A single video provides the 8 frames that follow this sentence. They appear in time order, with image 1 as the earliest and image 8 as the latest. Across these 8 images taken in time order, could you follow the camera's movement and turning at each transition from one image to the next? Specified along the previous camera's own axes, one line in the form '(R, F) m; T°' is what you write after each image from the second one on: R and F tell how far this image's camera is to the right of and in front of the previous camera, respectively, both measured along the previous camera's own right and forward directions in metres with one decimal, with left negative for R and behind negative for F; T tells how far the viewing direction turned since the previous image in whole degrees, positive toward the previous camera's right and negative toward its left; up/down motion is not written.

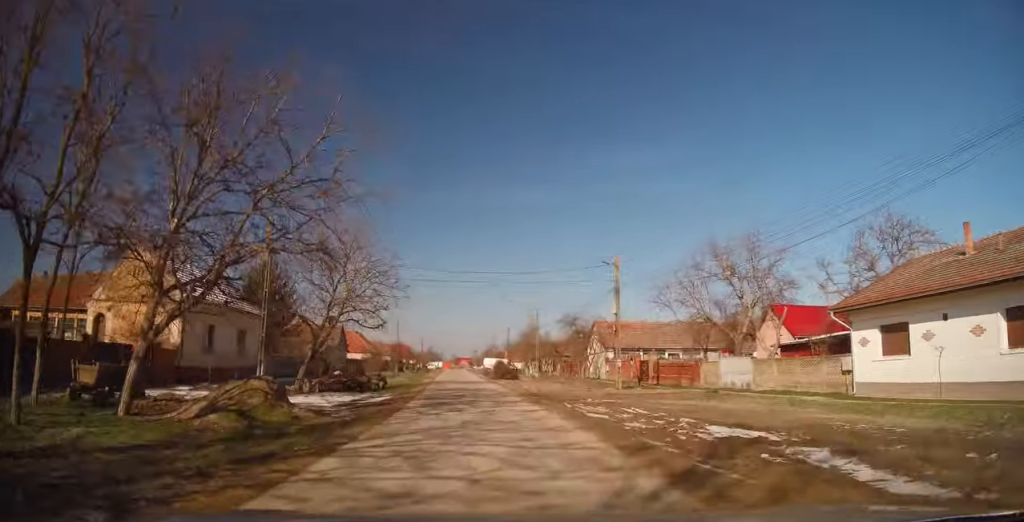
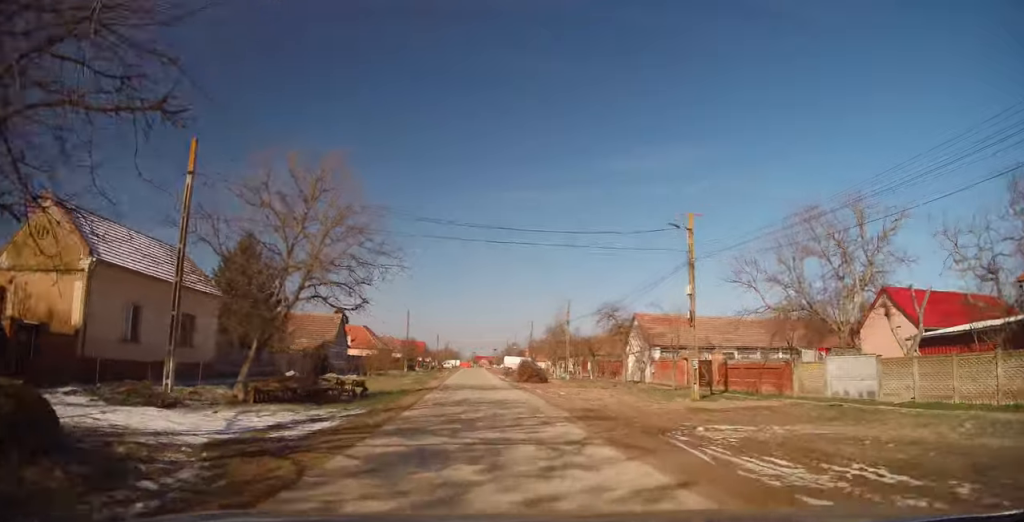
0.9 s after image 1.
(-0.3, +8.8) m; -1°
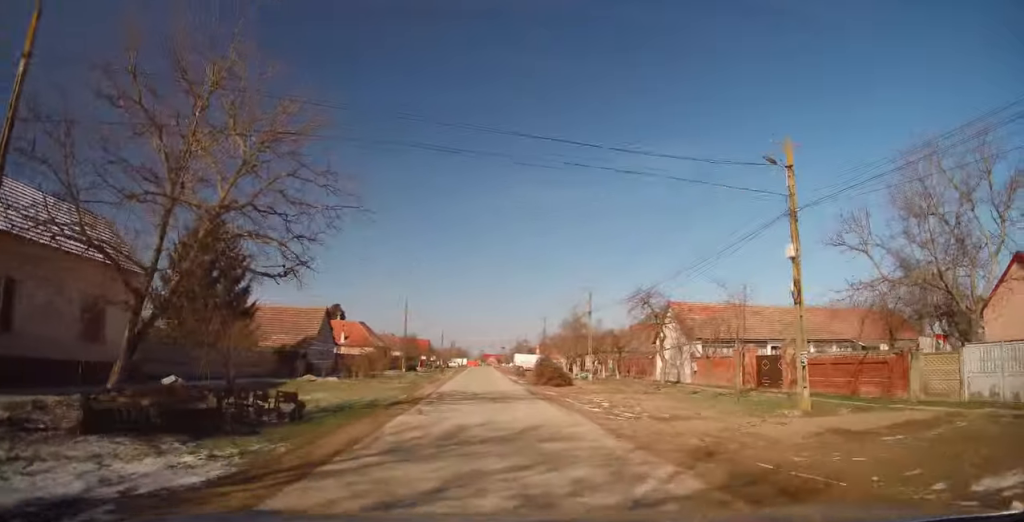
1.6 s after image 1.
(+0.1, +7.7) m; -1°
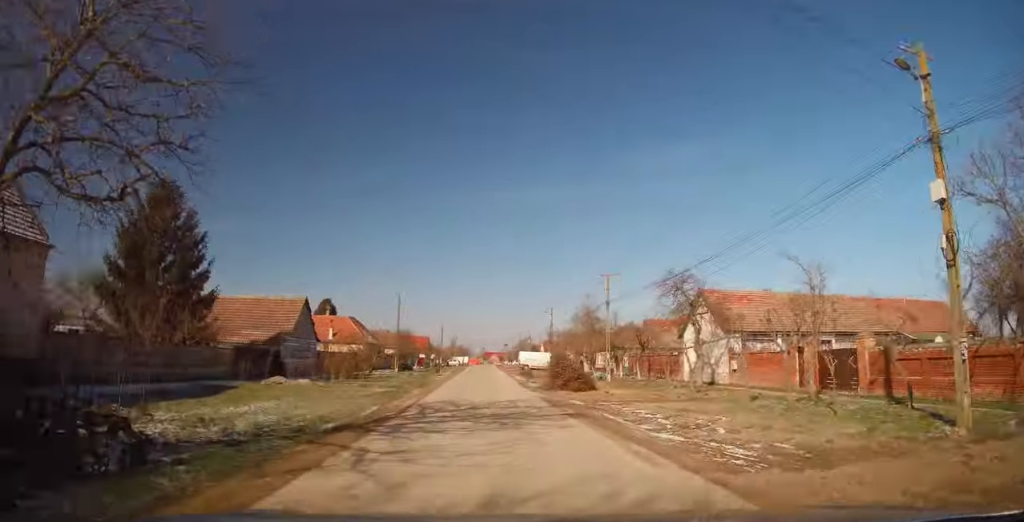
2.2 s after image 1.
(-0.1, +6.0) m; -1°
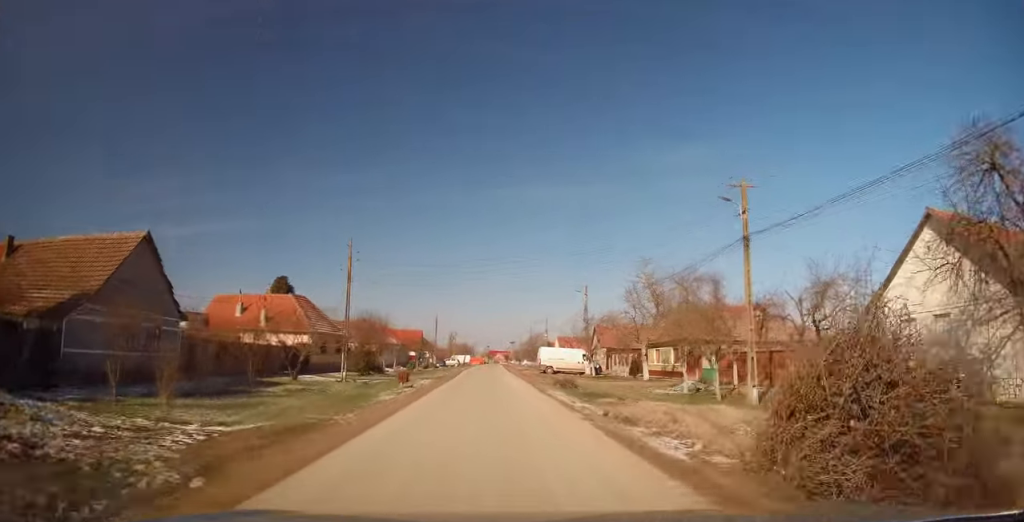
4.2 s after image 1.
(-0.6, +21.6) m; -2°
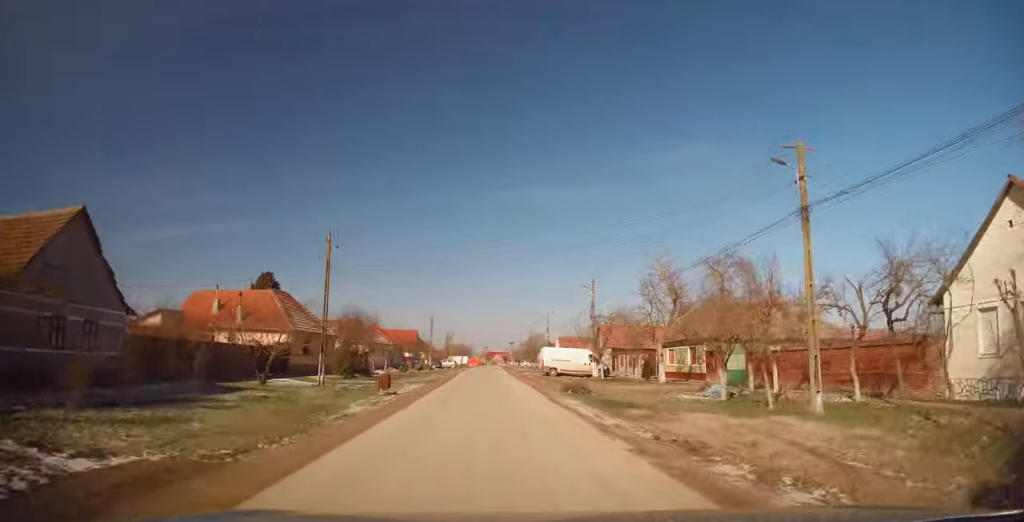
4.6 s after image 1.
(-0.1, +4.2) m; 0°
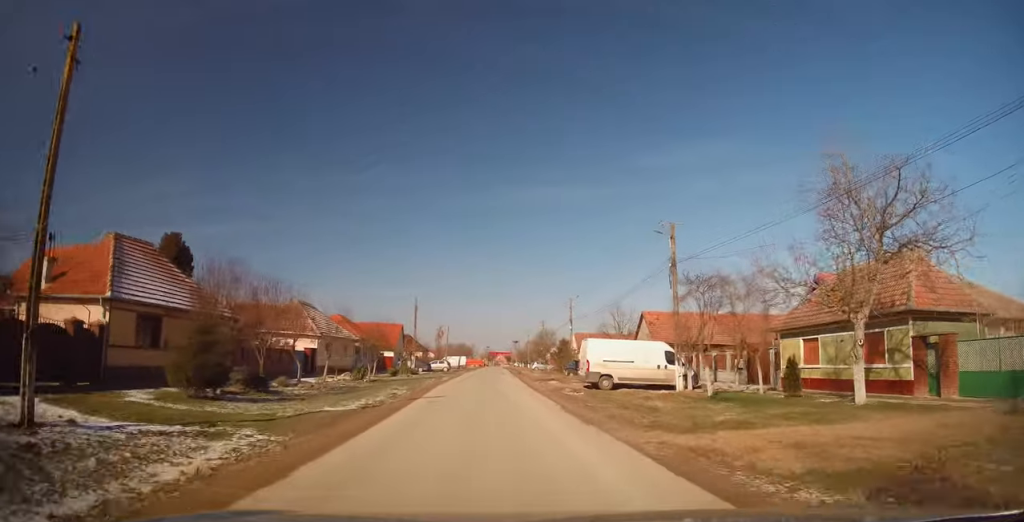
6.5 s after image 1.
(+0.4, +19.9) m; +1°
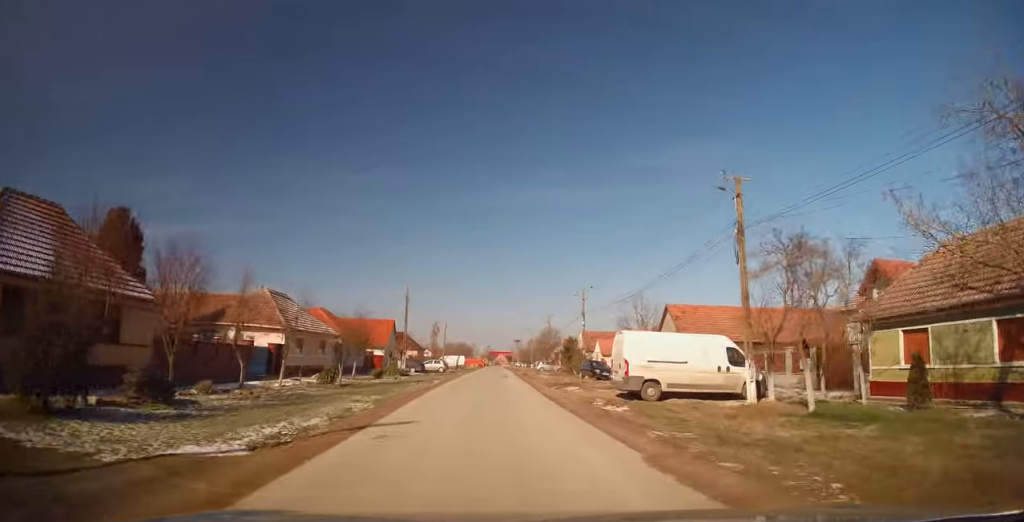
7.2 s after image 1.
(0.0, +7.1) m; -1°
